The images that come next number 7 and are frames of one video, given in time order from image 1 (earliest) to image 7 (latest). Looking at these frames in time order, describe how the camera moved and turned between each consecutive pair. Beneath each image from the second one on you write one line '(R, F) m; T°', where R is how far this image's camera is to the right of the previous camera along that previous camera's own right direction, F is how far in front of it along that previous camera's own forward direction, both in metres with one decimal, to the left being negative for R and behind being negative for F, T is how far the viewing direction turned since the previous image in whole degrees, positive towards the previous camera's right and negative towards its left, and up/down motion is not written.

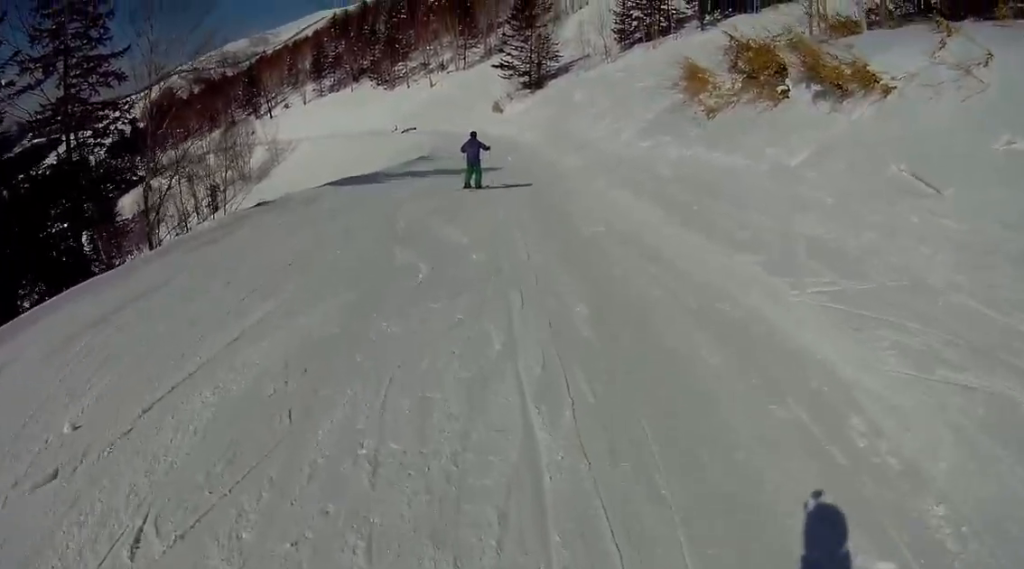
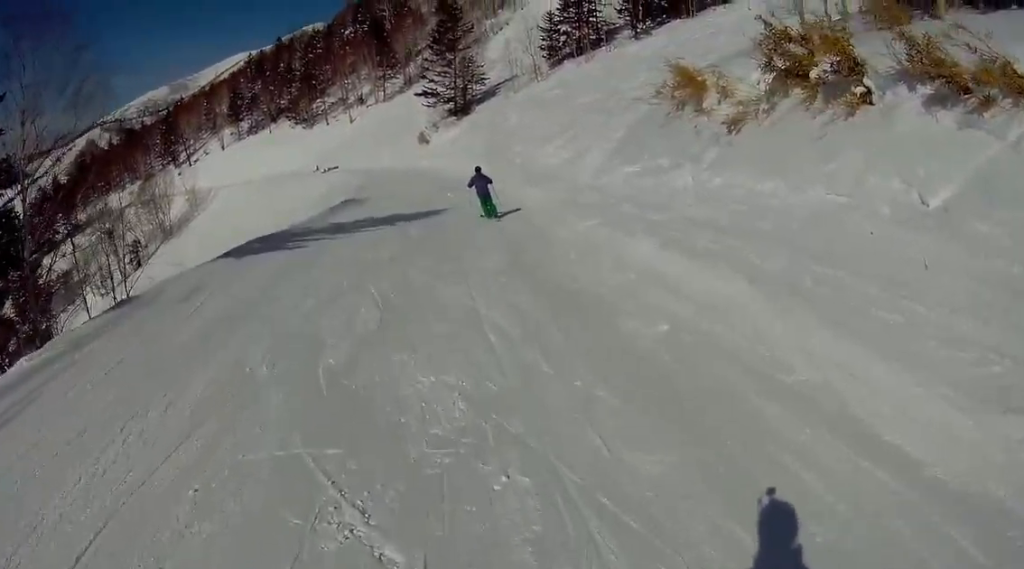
(+0.6, +5.5) m; -3°
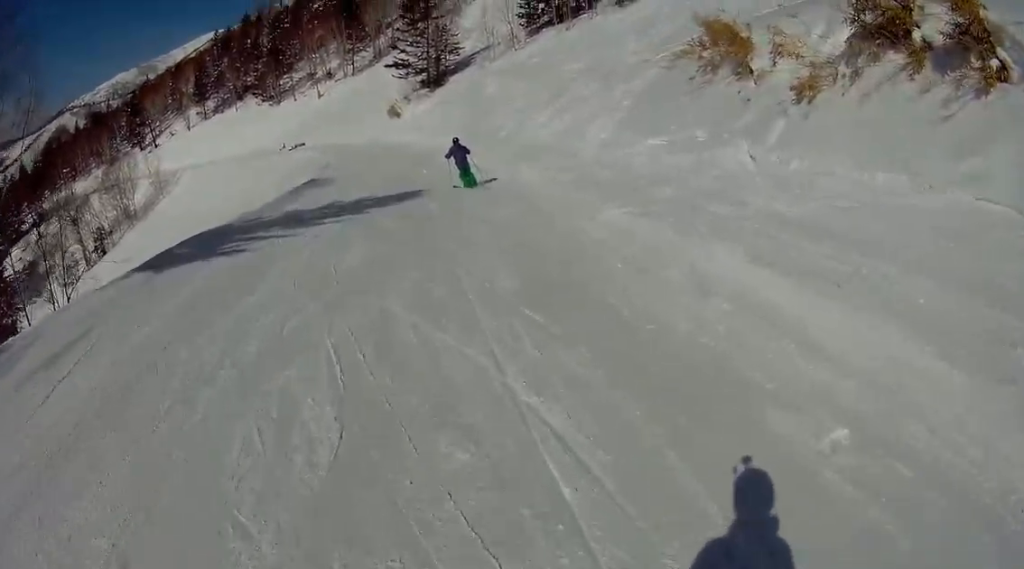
(-0.1, +3.6) m; -1°
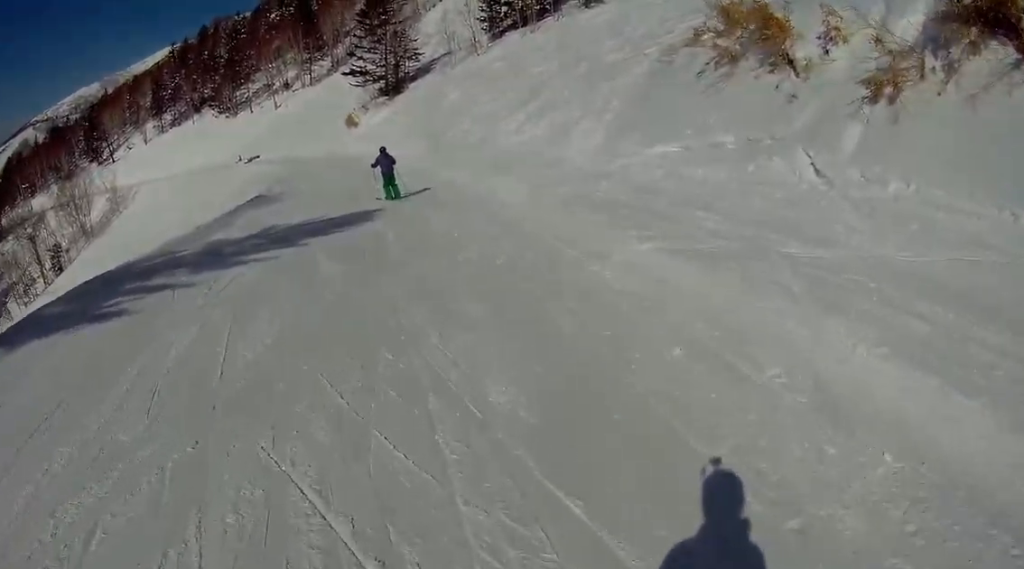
(-0.7, +3.3) m; 0°
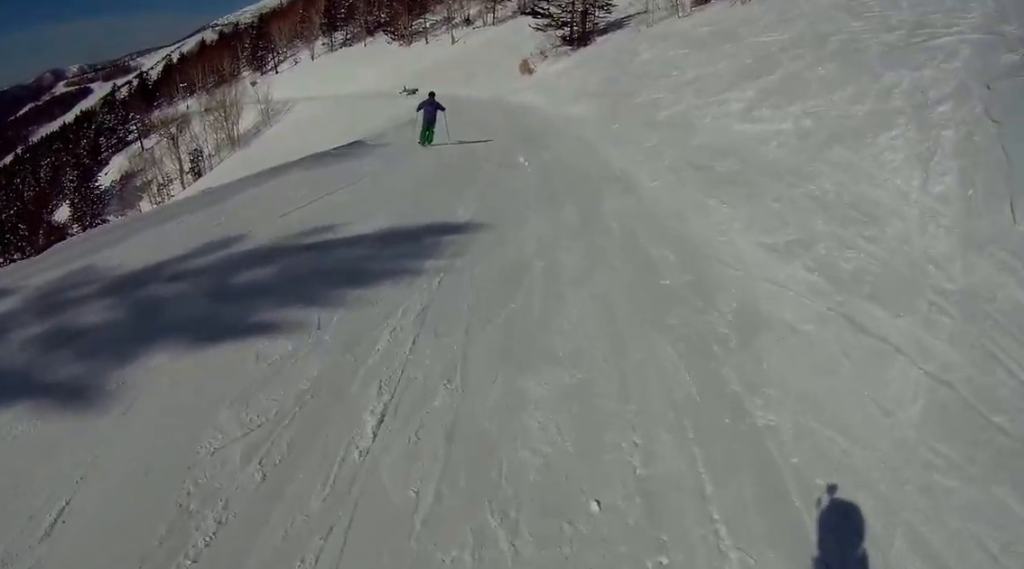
(+1.3, +8.6) m; +16°
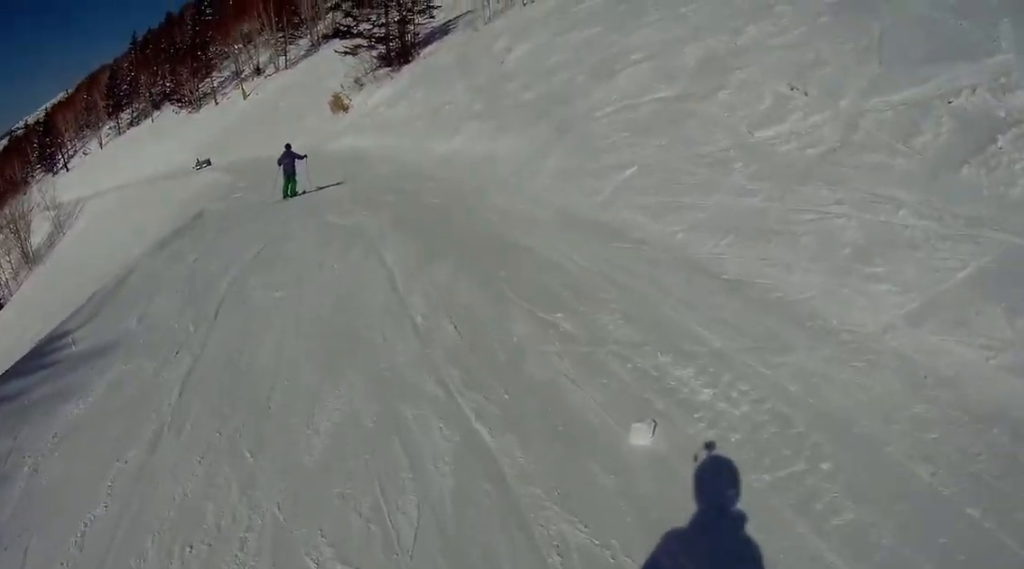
(0.0, +12.7) m; -1°
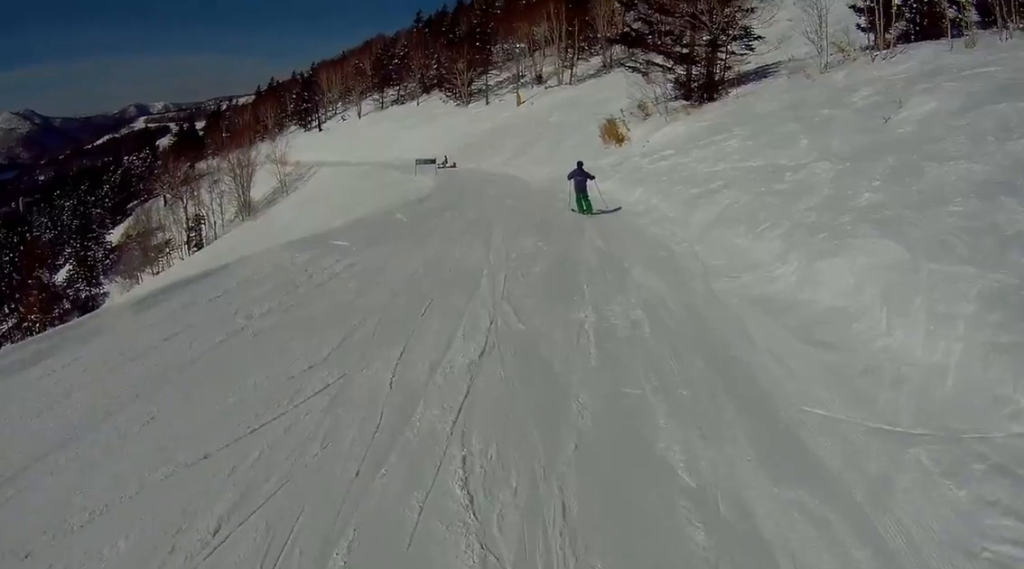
(-2.4, +11.5) m; -13°
